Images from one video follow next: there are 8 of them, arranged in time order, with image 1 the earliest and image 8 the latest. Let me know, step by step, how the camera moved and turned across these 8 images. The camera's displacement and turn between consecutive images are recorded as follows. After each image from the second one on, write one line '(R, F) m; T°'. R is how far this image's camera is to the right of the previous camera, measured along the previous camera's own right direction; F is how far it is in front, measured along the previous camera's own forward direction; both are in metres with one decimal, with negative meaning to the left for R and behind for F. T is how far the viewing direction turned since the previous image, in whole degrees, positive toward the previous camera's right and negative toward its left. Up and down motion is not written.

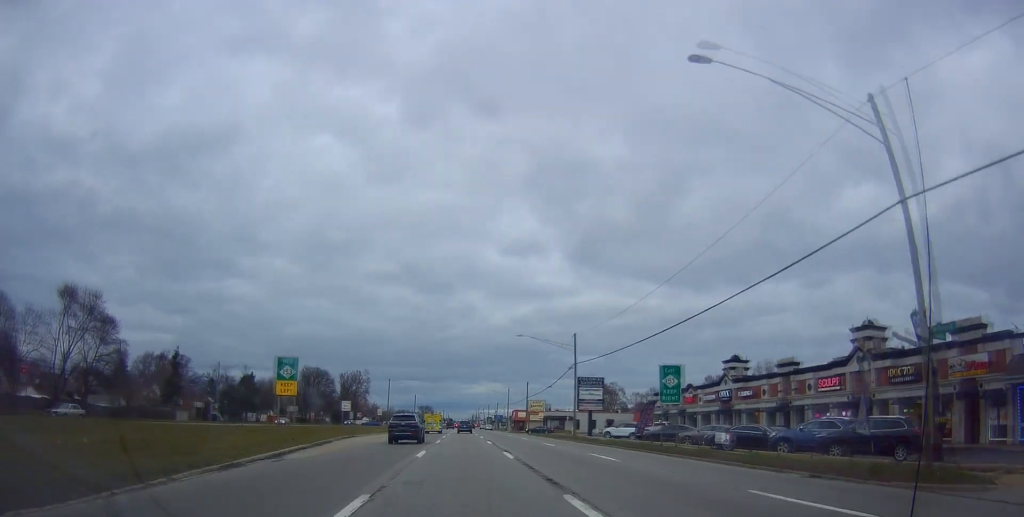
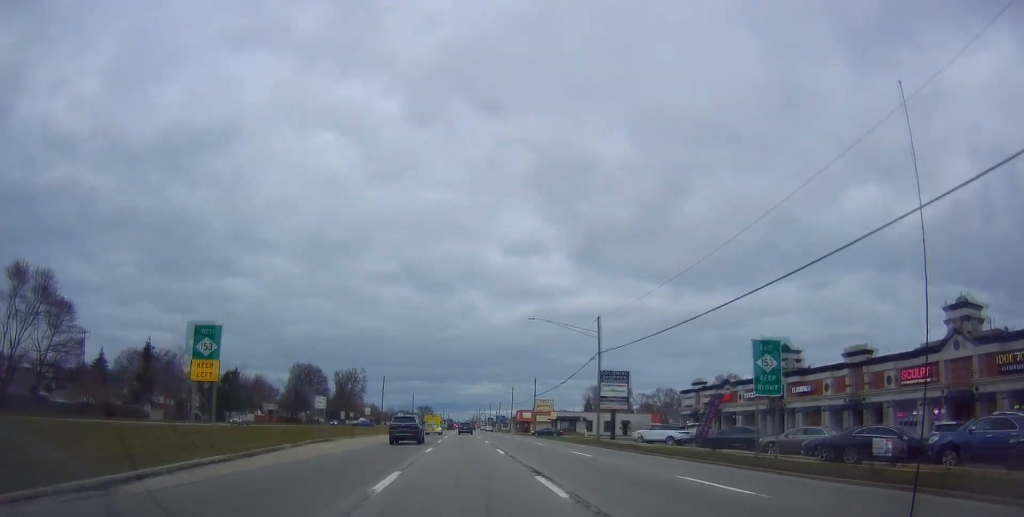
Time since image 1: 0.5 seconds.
(+0.2, +10.3) m; -1°
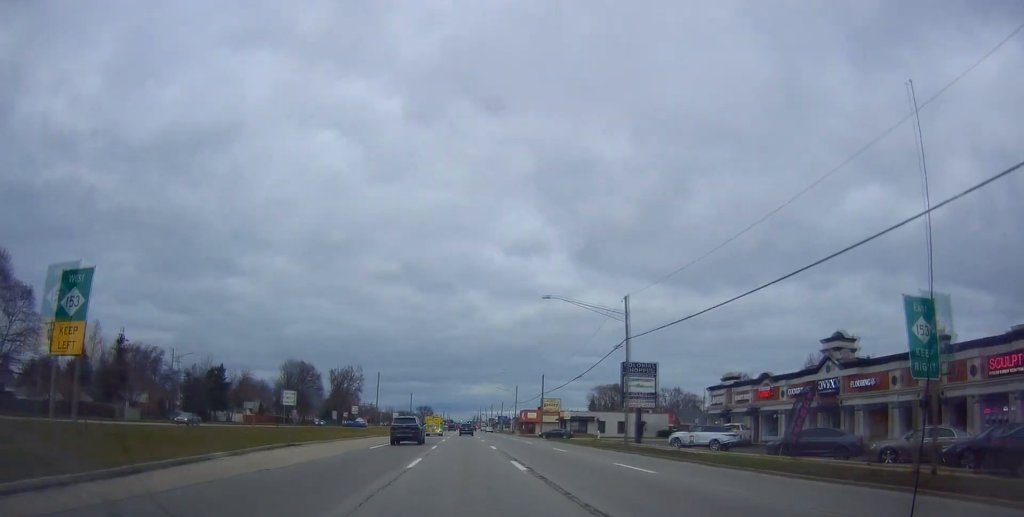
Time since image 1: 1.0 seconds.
(+0.3, +8.4) m; -1°
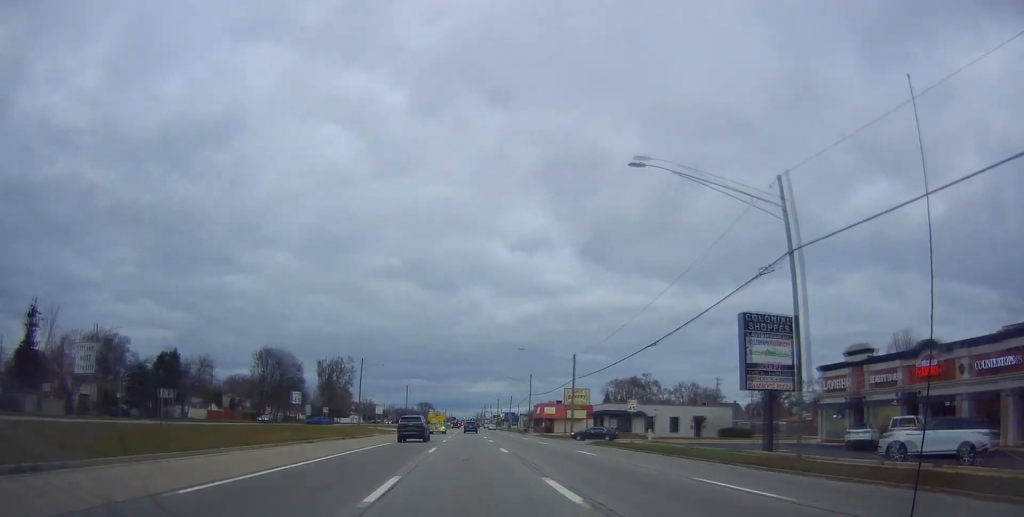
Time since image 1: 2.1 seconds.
(-0.7, +22.1) m; 0°
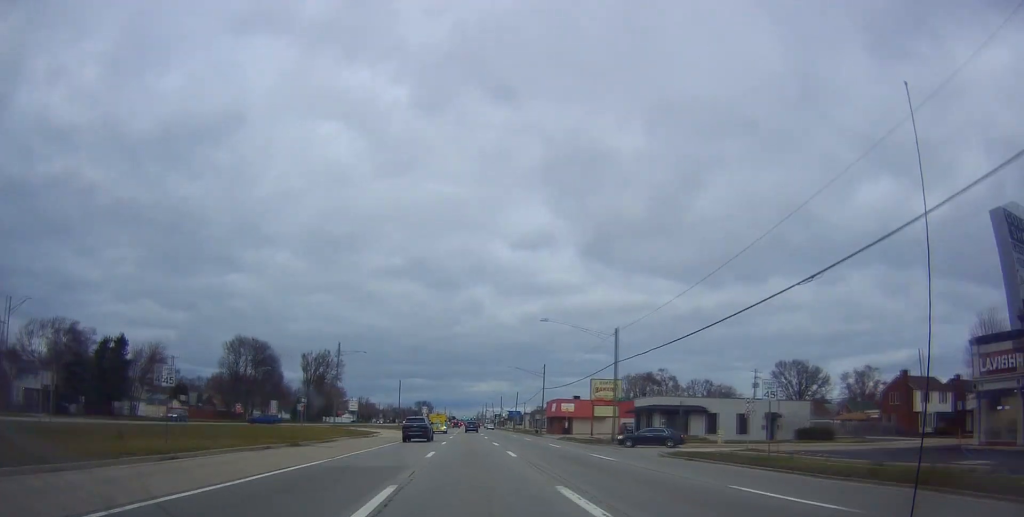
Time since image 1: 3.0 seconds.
(+0.7, +17.5) m; +1°
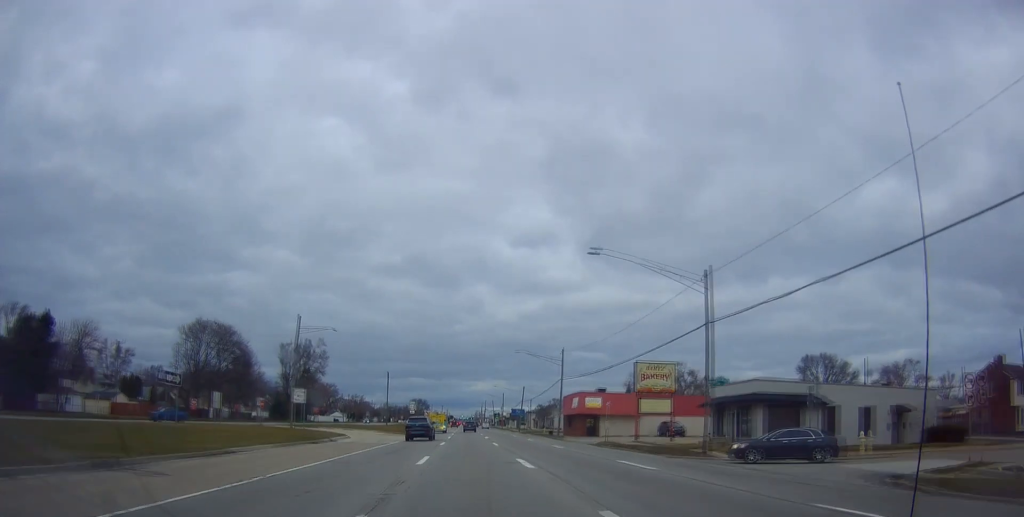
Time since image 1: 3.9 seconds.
(-0.3, +18.1) m; 0°
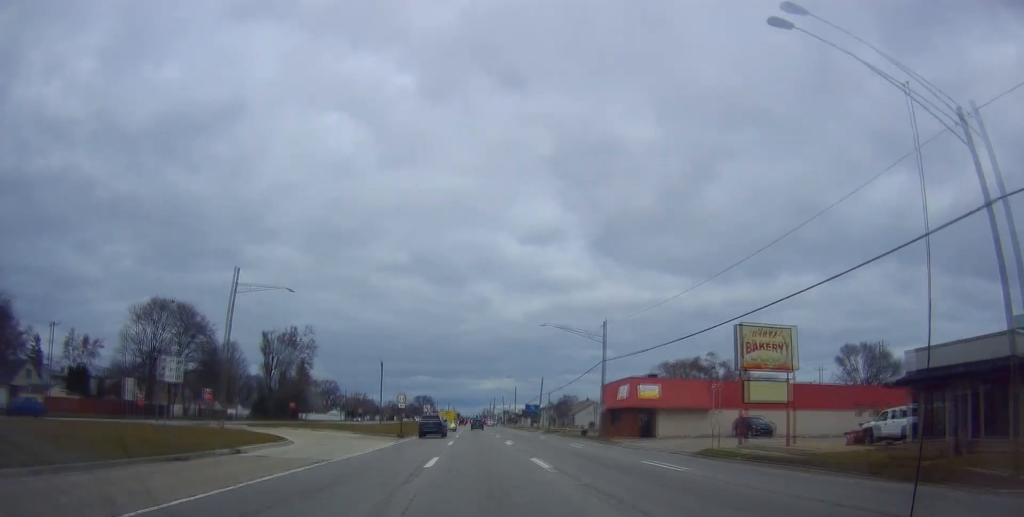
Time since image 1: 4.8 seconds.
(+0.2, +17.6) m; -1°
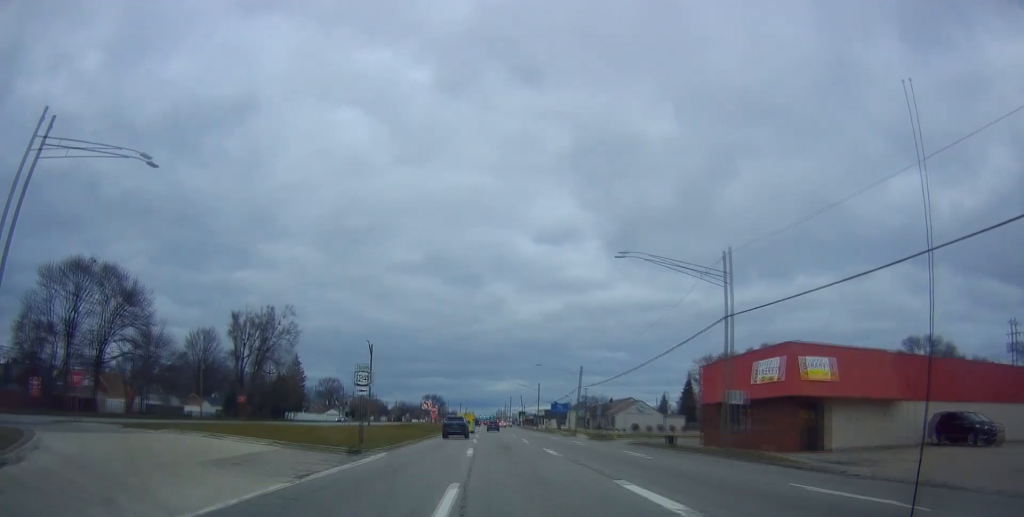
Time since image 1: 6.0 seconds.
(-0.7, +23.7) m; 0°
